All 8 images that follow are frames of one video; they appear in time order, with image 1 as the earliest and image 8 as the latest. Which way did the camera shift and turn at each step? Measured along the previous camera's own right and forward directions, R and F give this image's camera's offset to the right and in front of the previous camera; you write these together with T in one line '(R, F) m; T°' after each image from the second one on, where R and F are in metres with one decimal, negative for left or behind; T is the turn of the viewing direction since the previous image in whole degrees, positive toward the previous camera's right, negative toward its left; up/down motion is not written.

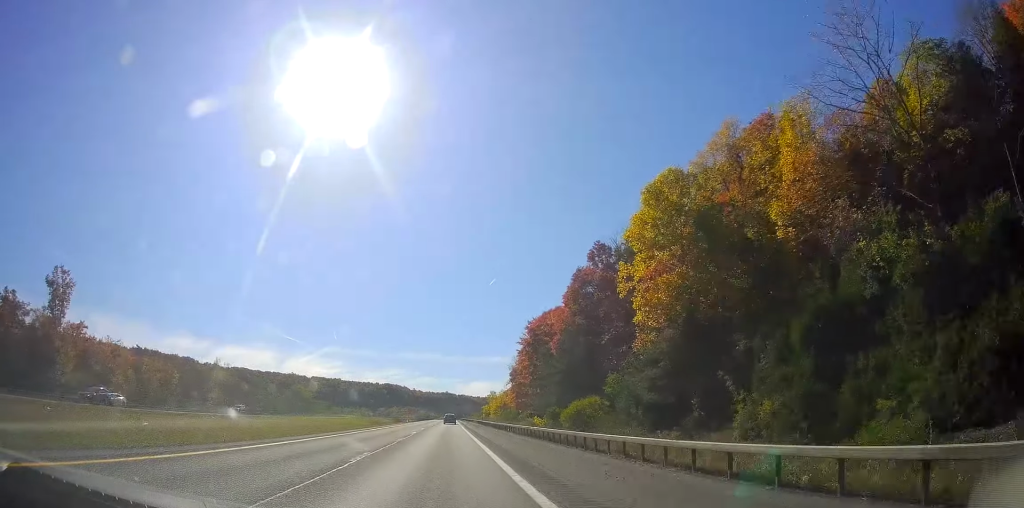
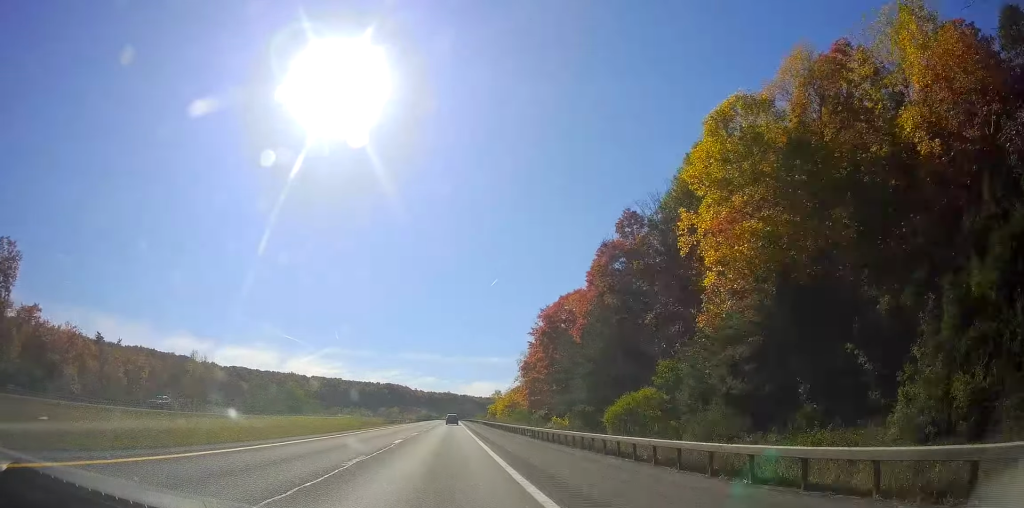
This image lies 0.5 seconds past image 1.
(-0.1, +13.6) m; 0°
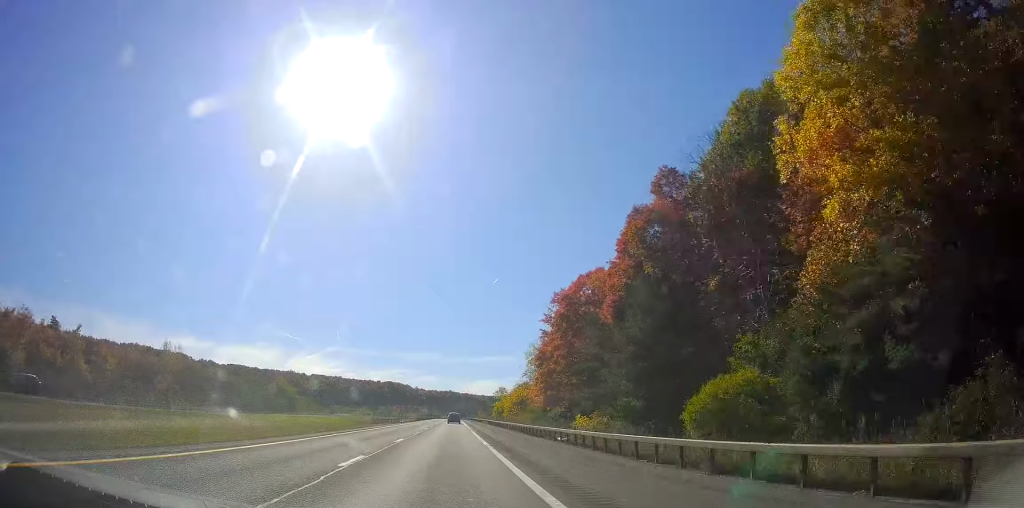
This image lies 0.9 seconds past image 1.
(-0.1, +12.7) m; 0°
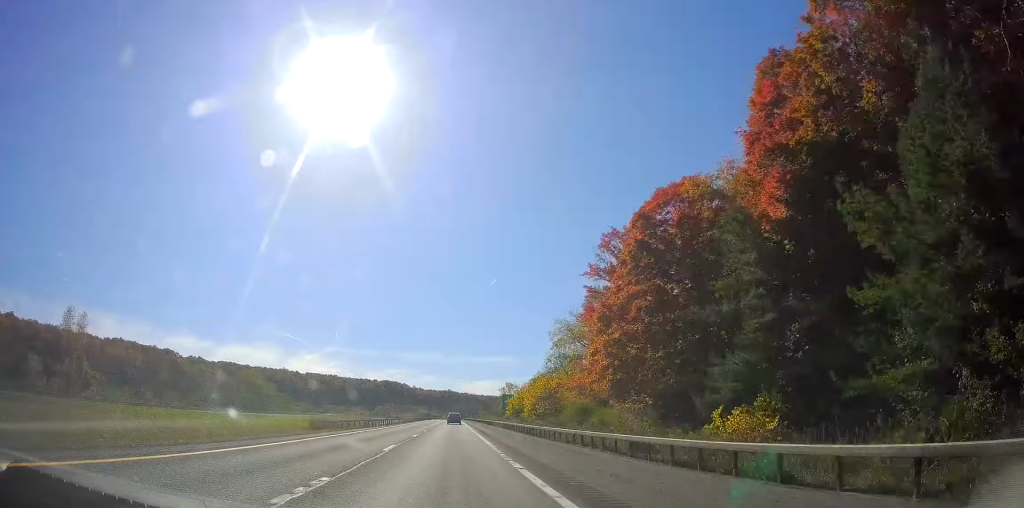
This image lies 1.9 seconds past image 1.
(+0.3, +30.1) m; 0°
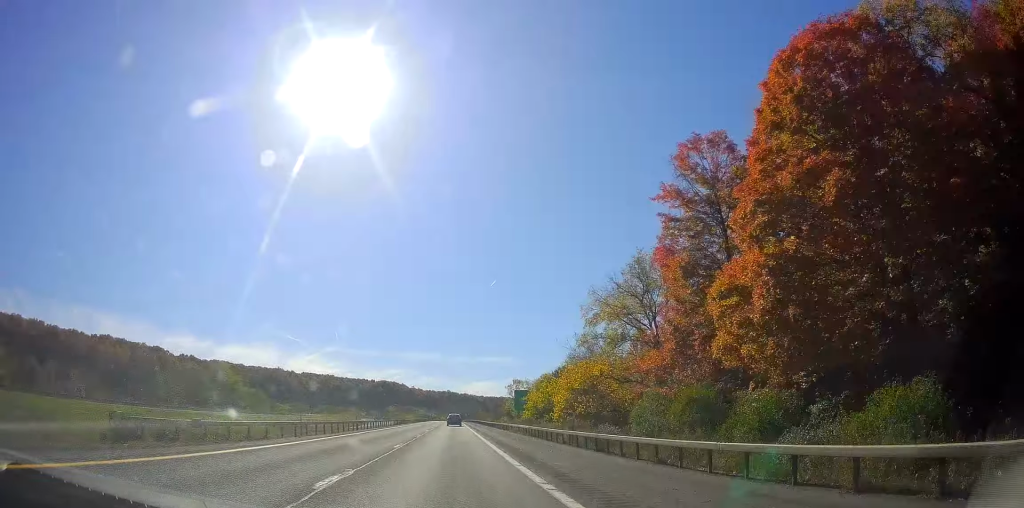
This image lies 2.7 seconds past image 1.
(-0.3, +22.3) m; 0°
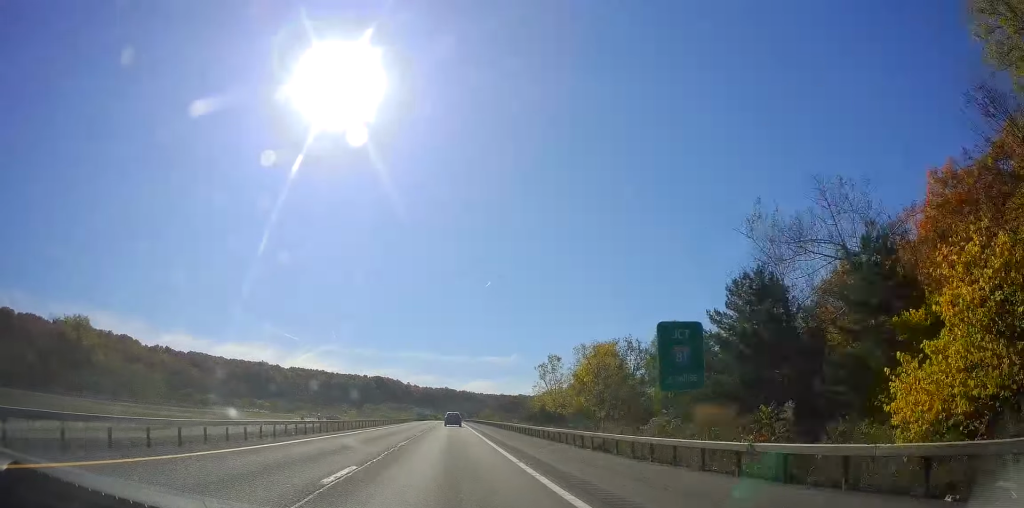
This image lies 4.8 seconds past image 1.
(+0.3, +60.0) m; 0°
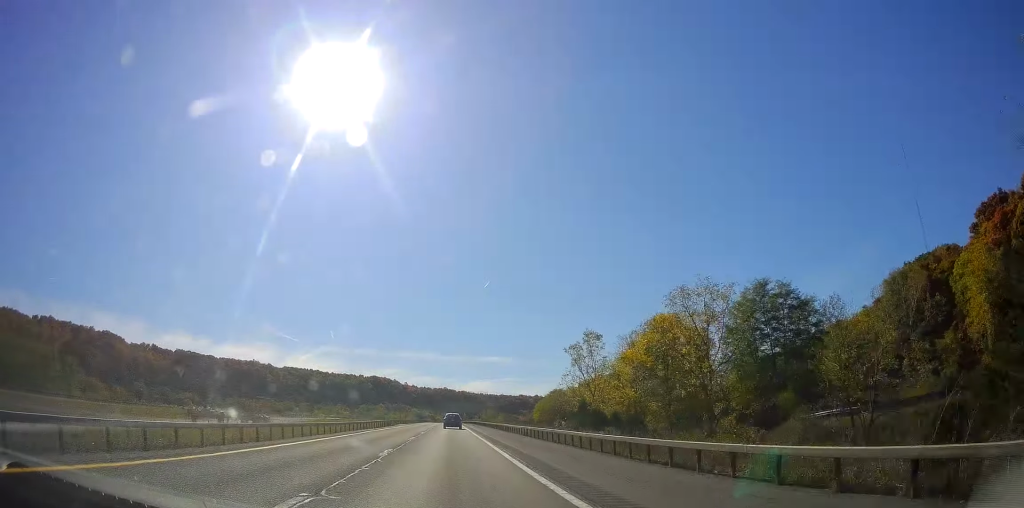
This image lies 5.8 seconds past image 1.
(-0.1, +29.0) m; -1°
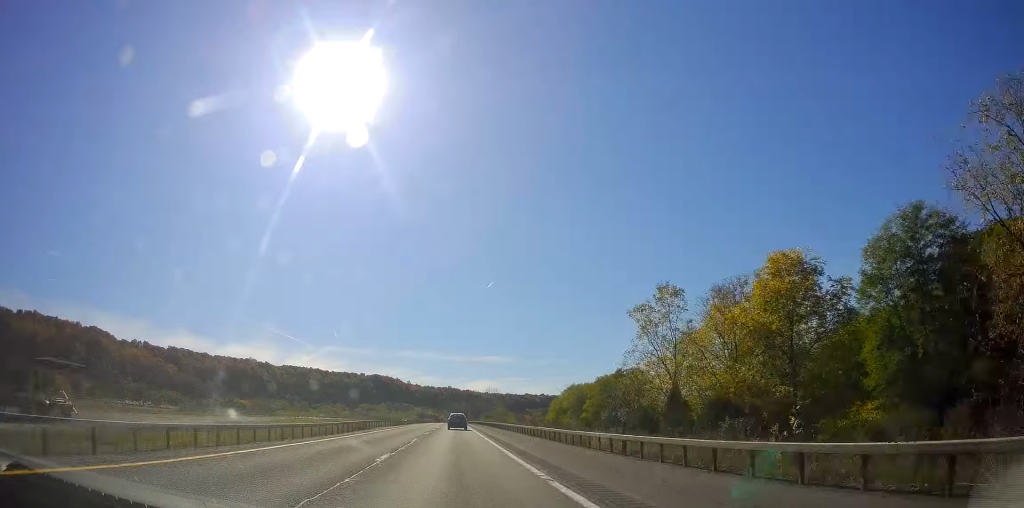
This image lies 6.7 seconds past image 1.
(-0.1, +26.0) m; -1°
